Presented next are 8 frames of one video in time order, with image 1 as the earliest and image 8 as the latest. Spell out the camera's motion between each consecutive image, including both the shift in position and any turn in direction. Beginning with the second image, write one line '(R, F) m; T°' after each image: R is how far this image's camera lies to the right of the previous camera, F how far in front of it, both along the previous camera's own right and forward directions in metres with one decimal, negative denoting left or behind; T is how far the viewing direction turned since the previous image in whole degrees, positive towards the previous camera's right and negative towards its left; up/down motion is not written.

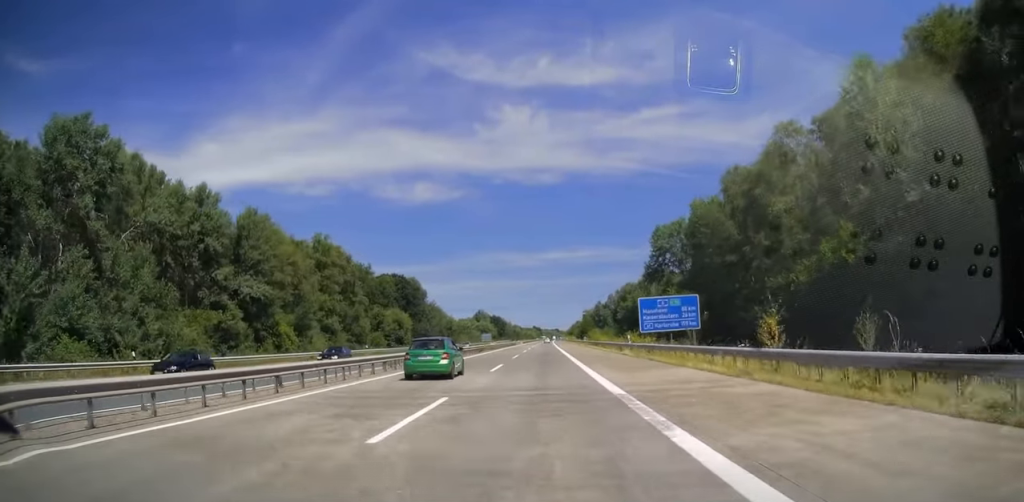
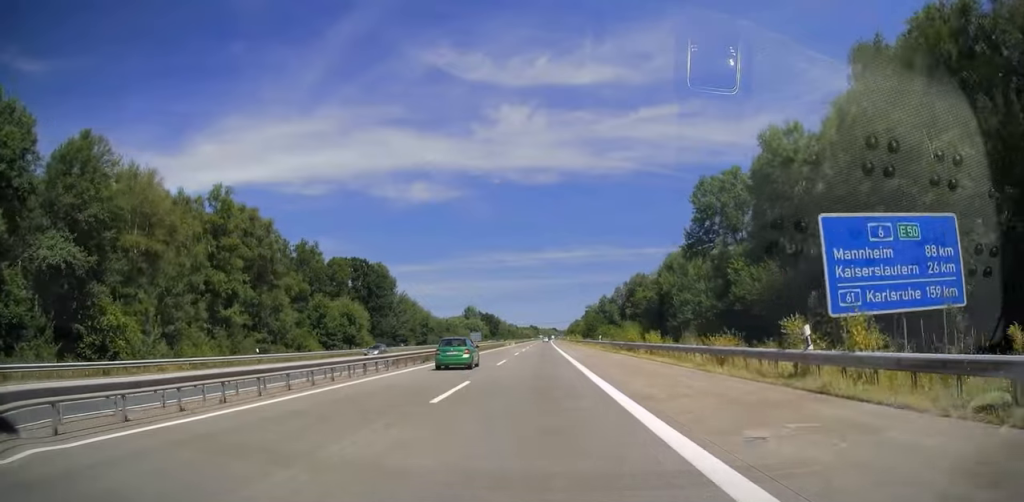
(0.0, +31.0) m; 0°
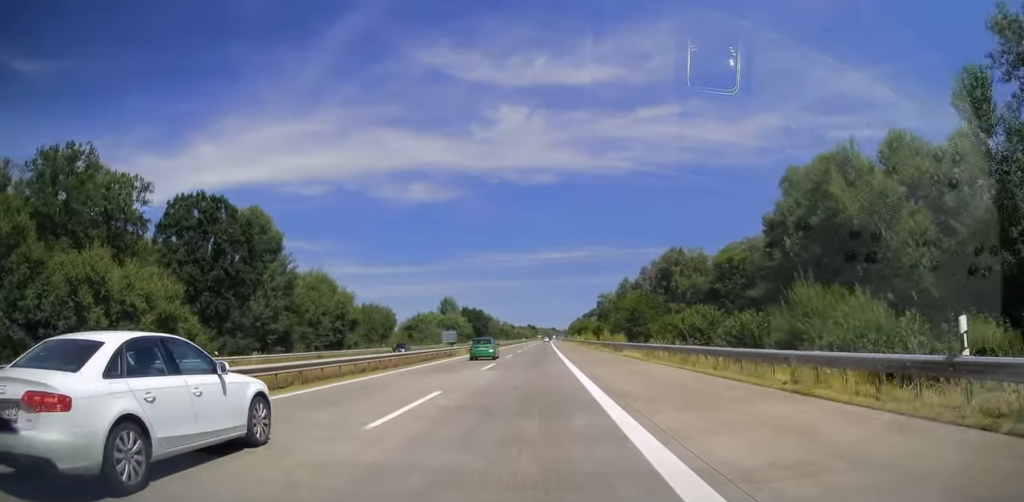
(+0.7, +58.3) m; +1°
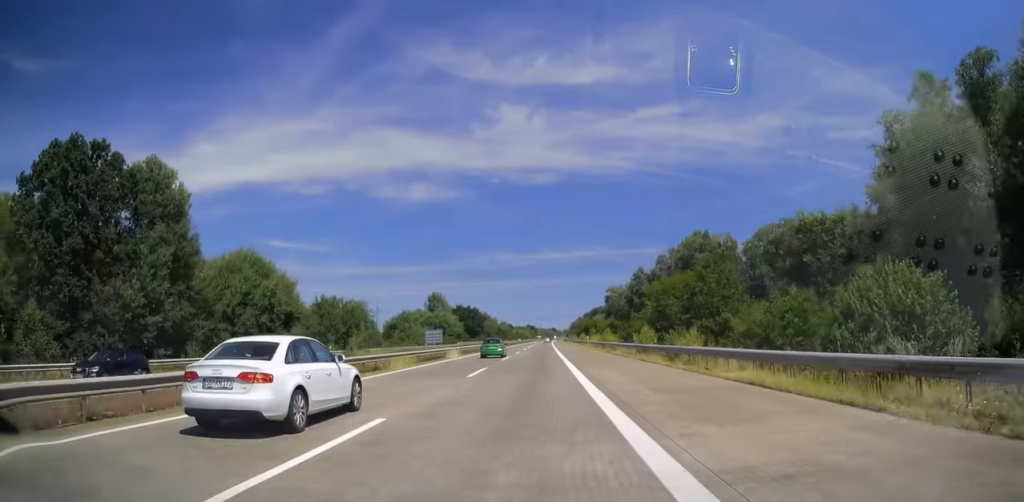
(0.0, +22.7) m; 0°
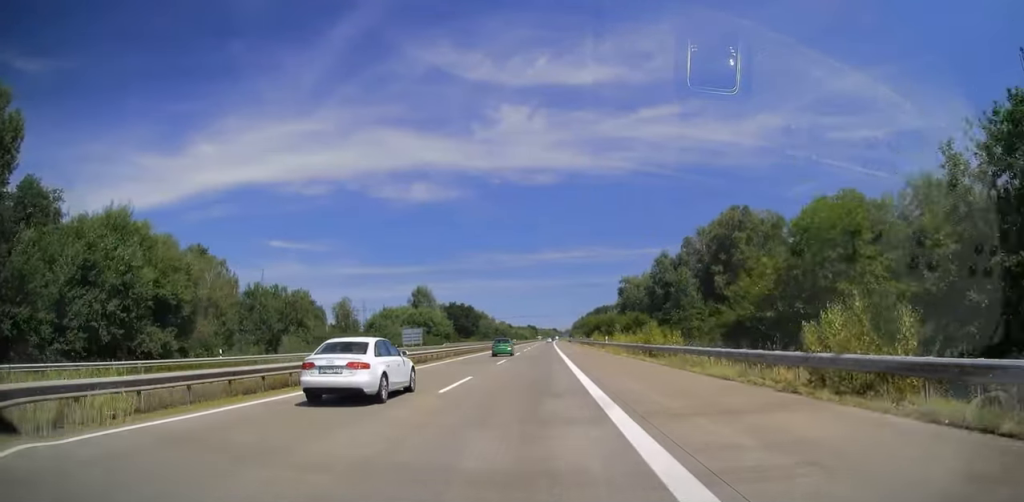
(-0.1, +24.2) m; 0°
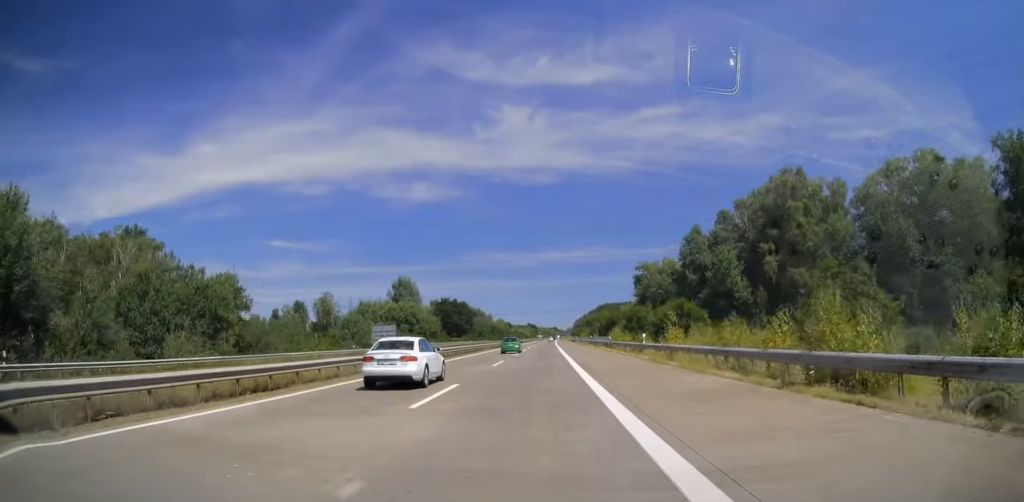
(-0.1, +21.7) m; +1°
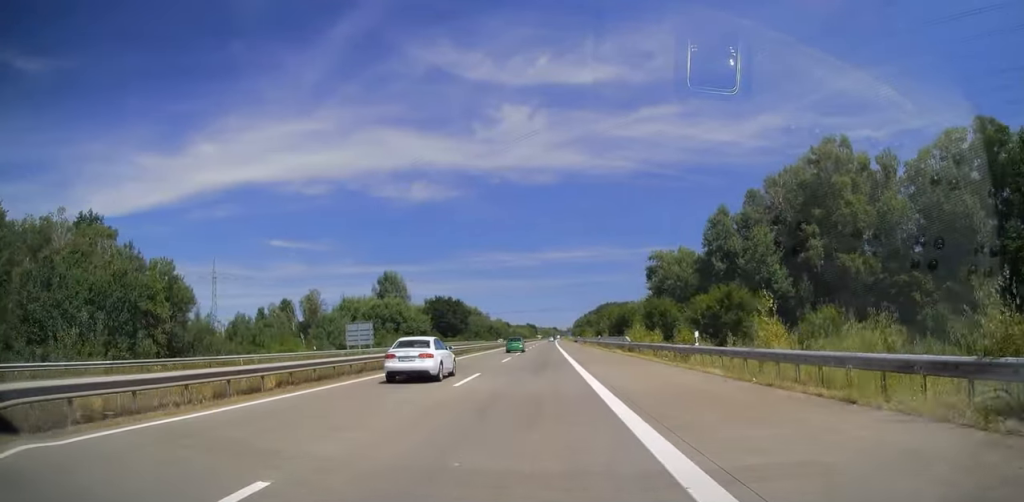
(+0.1, +12.6) m; 0°
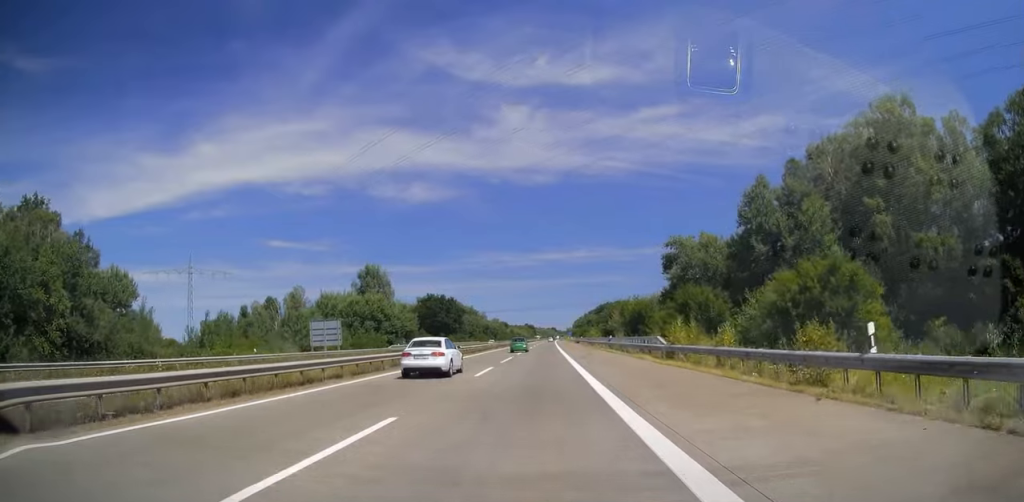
(+0.2, +13.1) m; 0°
